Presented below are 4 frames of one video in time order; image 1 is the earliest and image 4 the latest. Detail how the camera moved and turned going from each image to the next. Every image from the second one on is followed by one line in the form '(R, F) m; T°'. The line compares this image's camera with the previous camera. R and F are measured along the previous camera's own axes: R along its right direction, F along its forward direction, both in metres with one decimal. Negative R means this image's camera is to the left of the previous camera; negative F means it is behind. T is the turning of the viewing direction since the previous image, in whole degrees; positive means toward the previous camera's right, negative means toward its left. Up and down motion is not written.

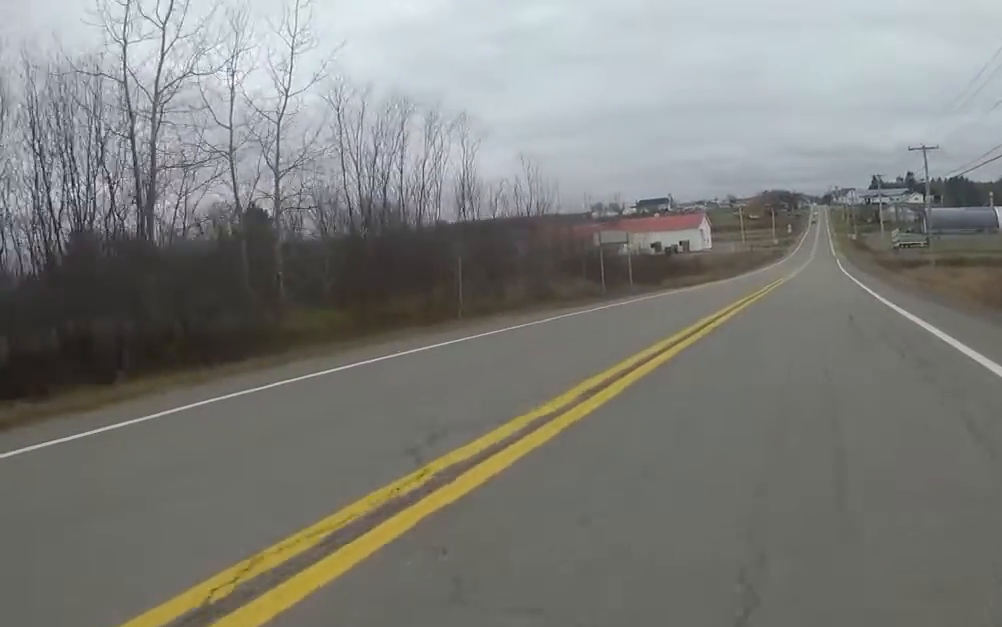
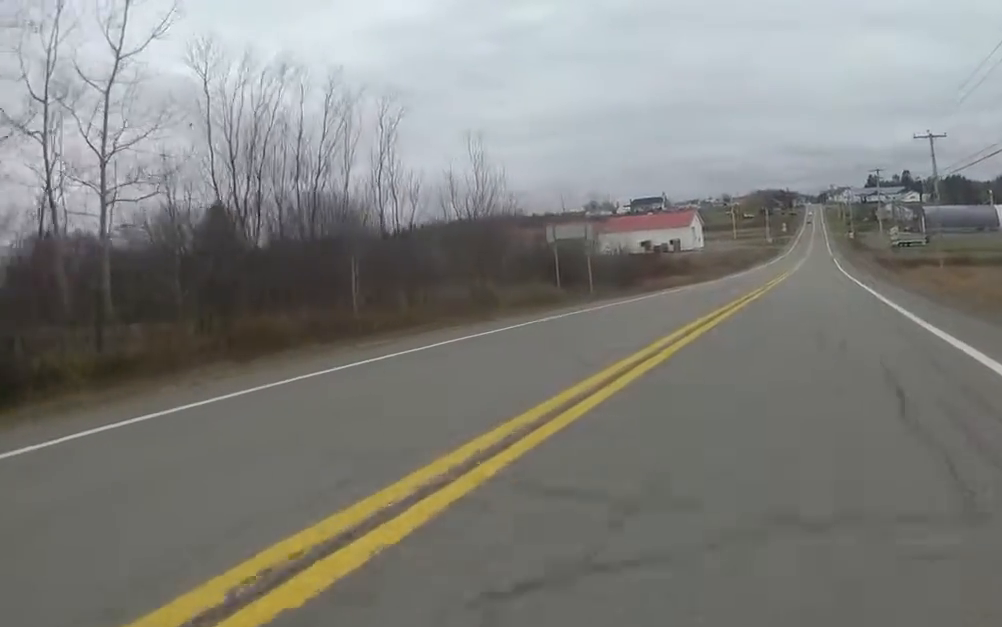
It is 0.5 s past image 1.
(0.0, +4.3) m; 0°
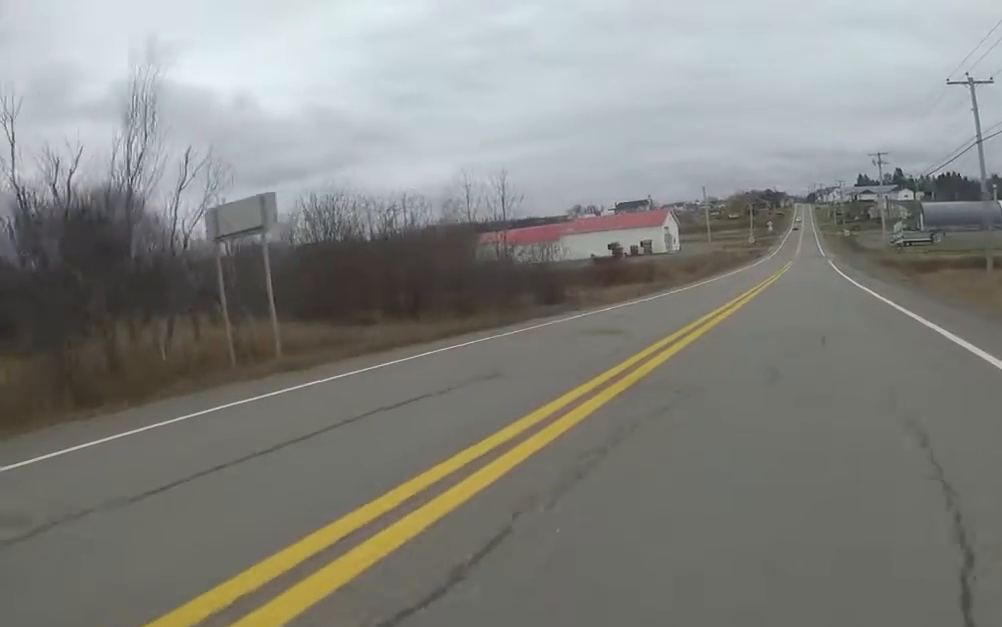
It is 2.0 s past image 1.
(0.0, +13.2) m; 0°
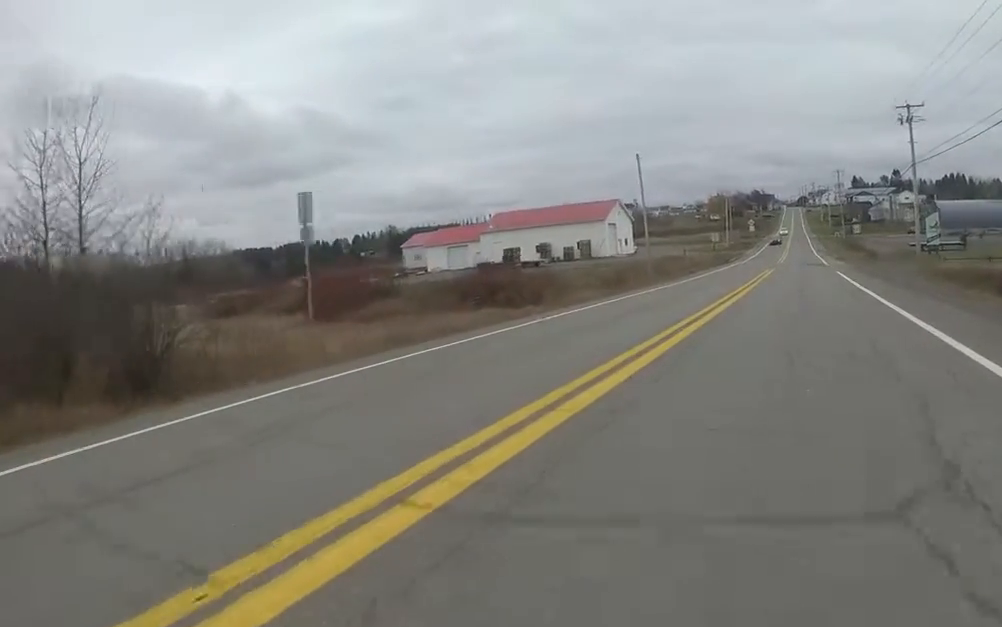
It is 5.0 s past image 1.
(-0.9, +23.8) m; +4°
